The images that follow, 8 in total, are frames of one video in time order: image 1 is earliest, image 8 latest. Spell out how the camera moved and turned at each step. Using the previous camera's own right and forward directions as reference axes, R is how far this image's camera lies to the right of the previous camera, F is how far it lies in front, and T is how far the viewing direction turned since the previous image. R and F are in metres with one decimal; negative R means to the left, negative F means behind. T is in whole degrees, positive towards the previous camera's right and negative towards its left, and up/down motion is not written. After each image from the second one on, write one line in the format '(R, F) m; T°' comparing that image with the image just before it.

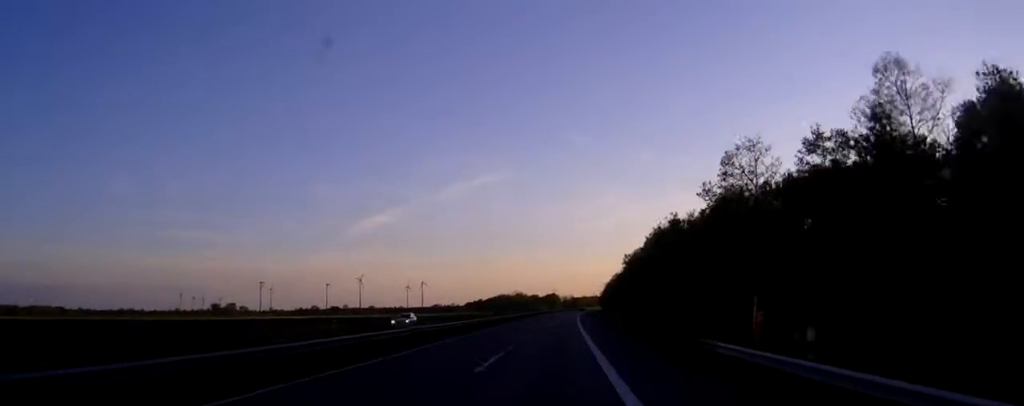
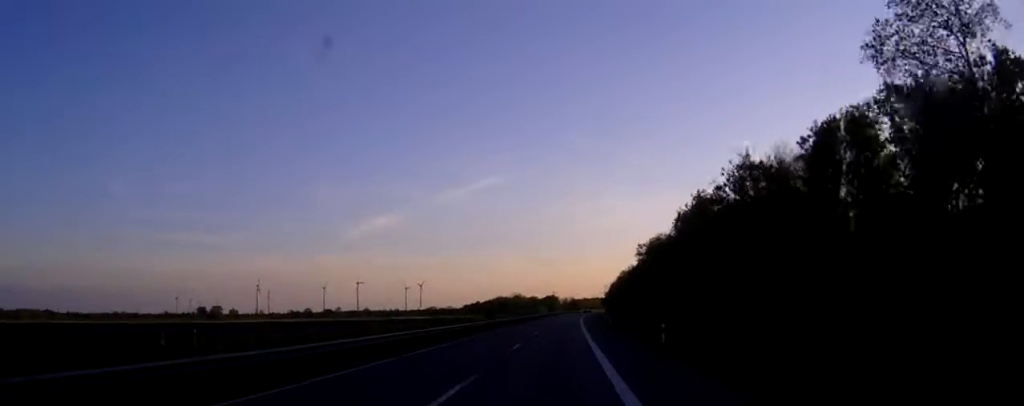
(0.0, +25.2) m; 0°
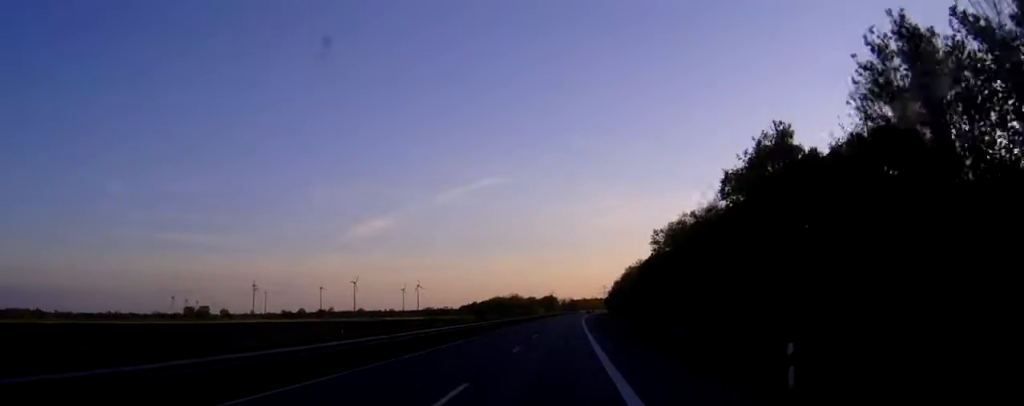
(0.0, +19.4) m; 0°
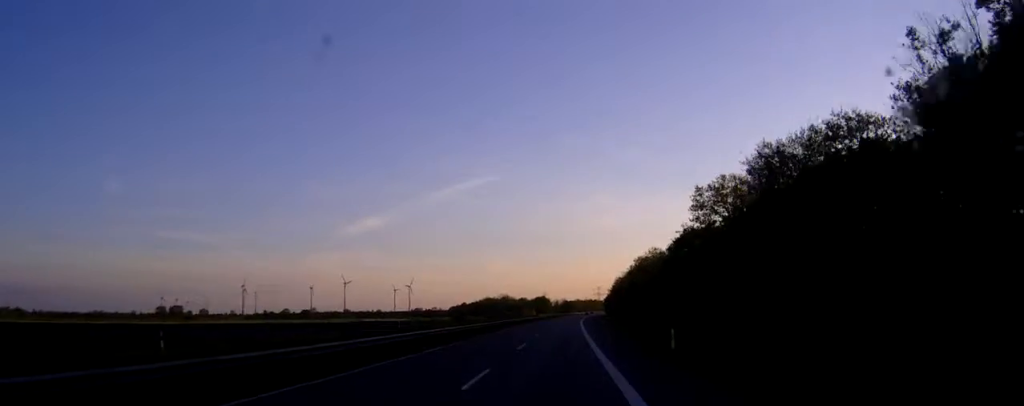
(+0.2, +31.2) m; +1°
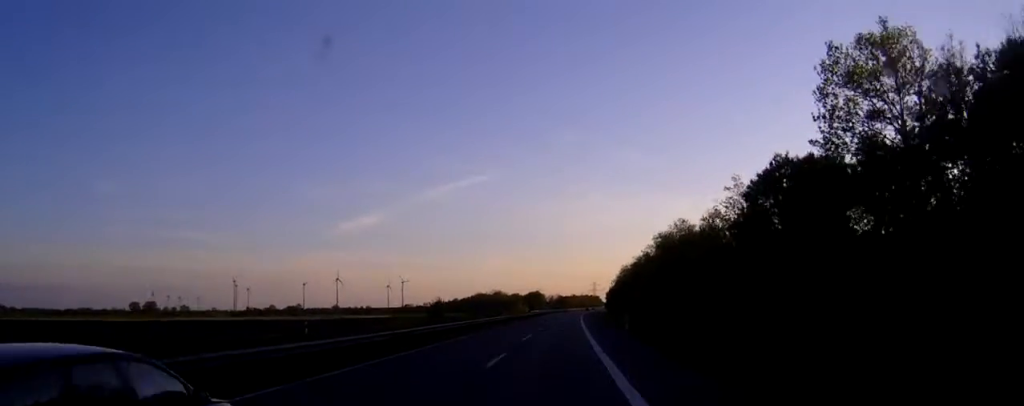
(+0.1, +30.3) m; 0°
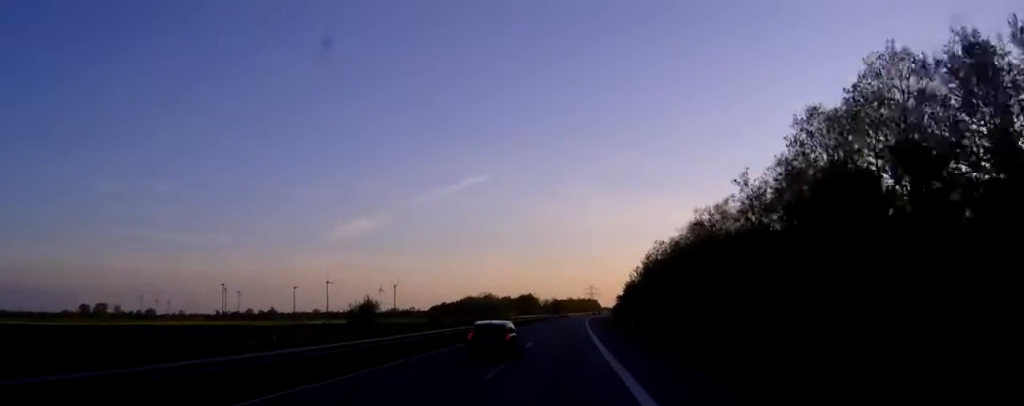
(+0.2, +55.4) m; +1°
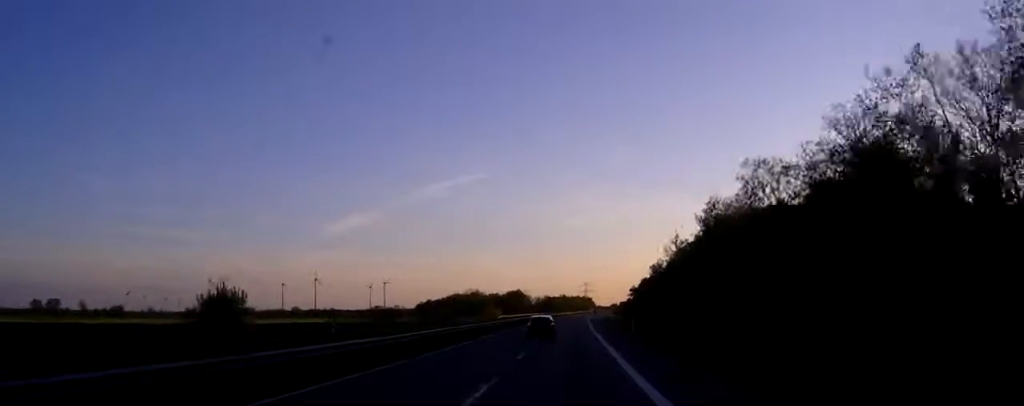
(+0.3, +45.0) m; +1°
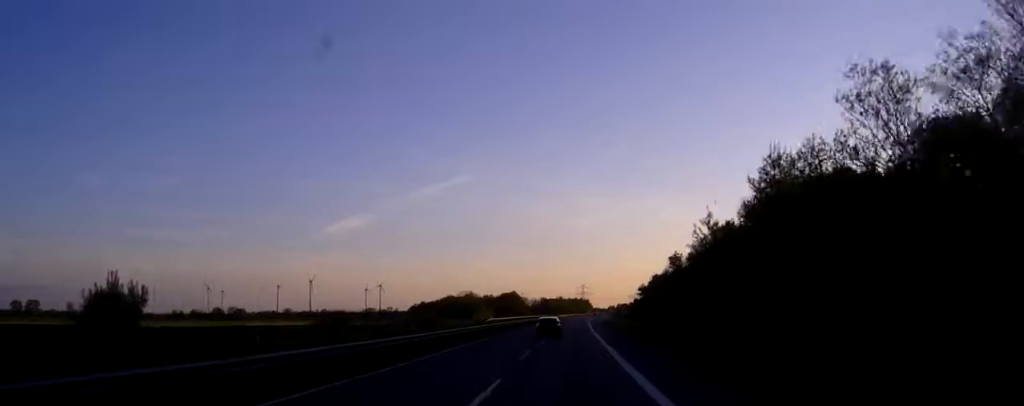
(0.0, +16.6) m; 0°
